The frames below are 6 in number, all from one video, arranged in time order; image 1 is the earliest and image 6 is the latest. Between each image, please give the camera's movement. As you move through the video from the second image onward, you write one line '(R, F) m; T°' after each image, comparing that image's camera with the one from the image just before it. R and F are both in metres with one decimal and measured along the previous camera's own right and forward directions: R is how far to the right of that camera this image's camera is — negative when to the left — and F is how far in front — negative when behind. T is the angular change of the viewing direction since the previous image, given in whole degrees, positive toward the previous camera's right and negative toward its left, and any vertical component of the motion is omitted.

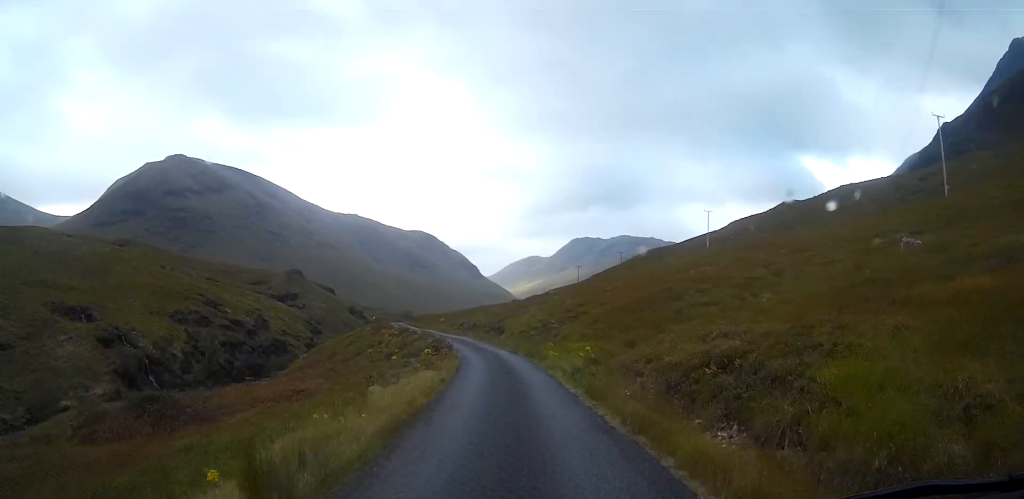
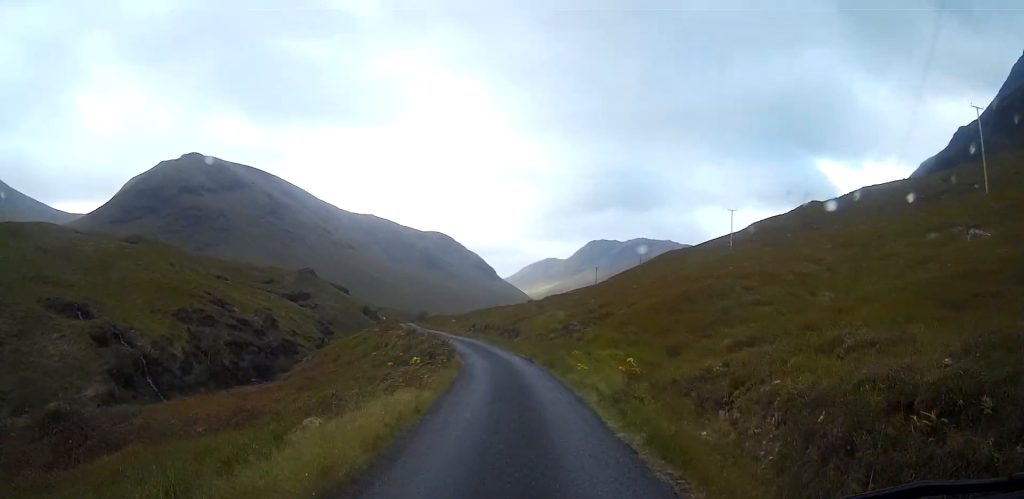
(-0.1, +6.2) m; -1°
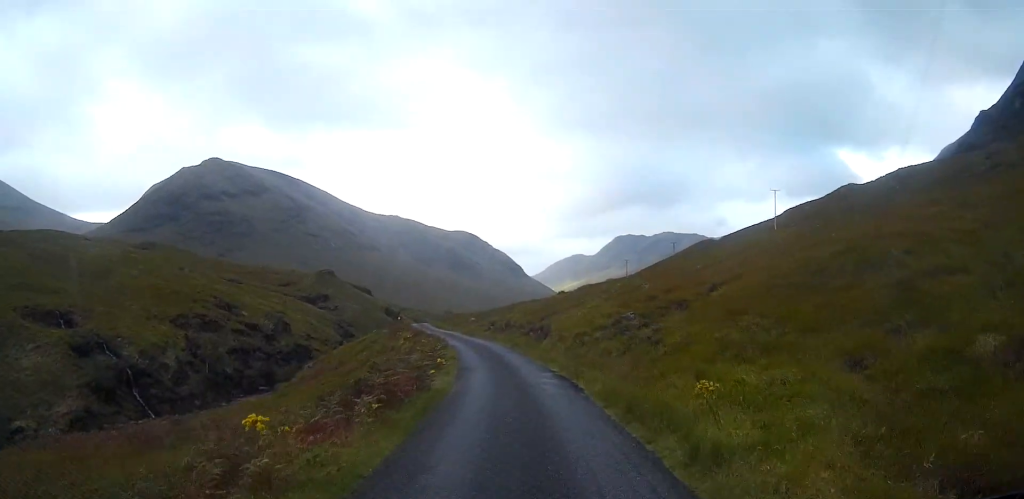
(-0.2, +13.6) m; -2°
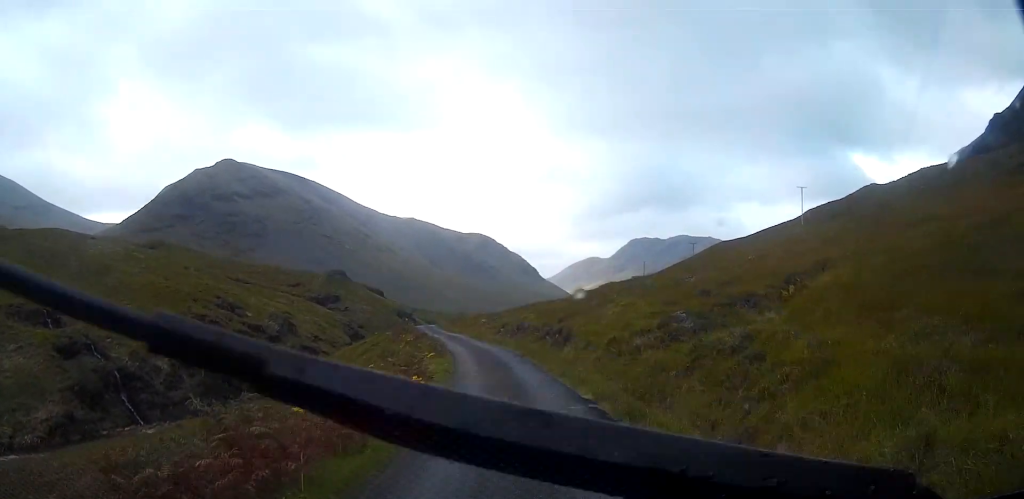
(0.0, +7.4) m; -2°
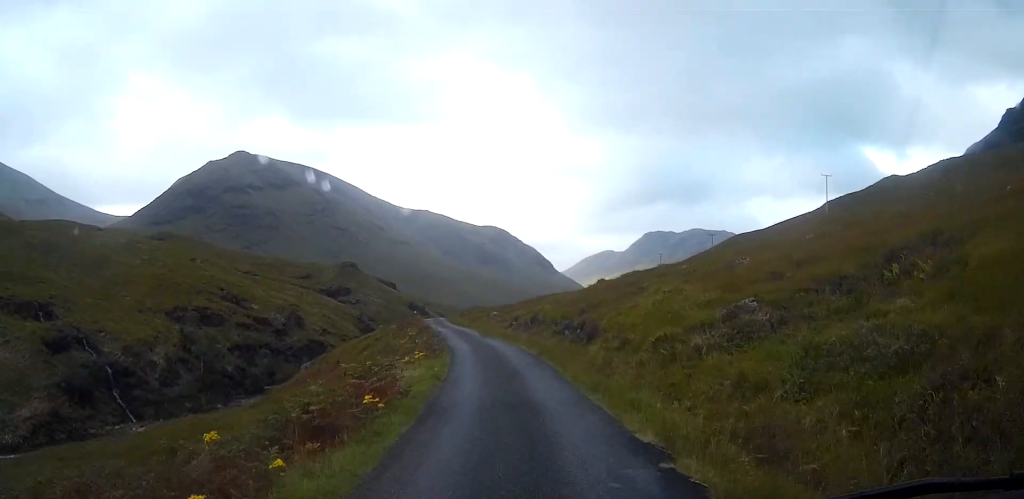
(-0.2, +5.8) m; -1°
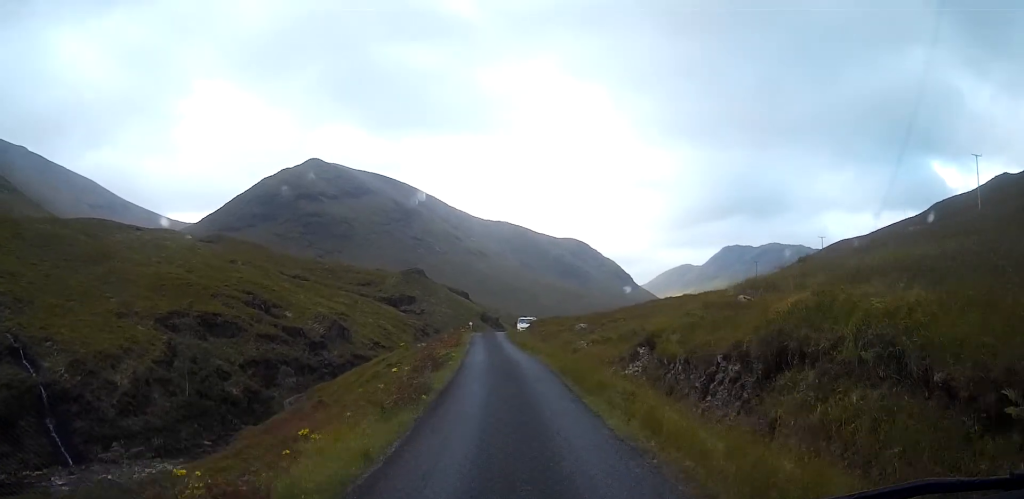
(-1.6, +30.0) m; -6°
